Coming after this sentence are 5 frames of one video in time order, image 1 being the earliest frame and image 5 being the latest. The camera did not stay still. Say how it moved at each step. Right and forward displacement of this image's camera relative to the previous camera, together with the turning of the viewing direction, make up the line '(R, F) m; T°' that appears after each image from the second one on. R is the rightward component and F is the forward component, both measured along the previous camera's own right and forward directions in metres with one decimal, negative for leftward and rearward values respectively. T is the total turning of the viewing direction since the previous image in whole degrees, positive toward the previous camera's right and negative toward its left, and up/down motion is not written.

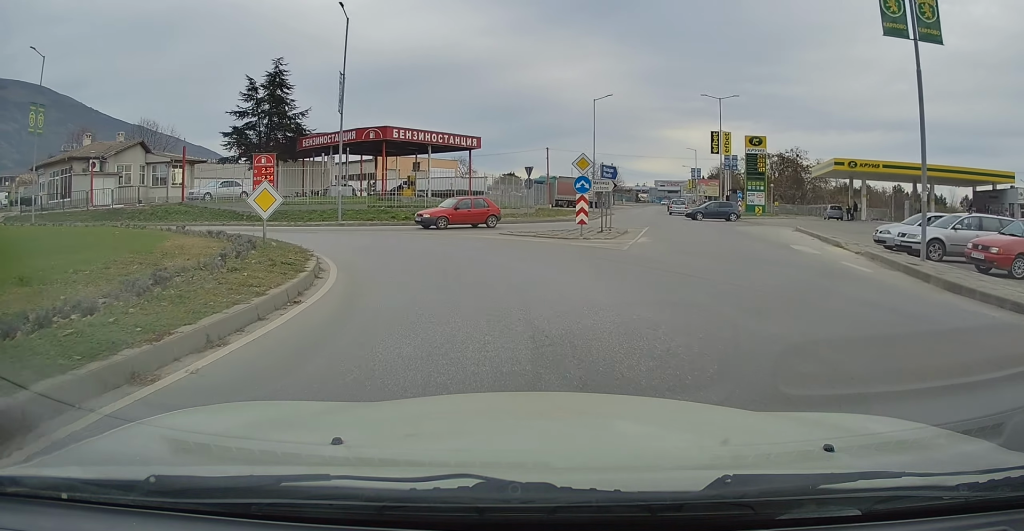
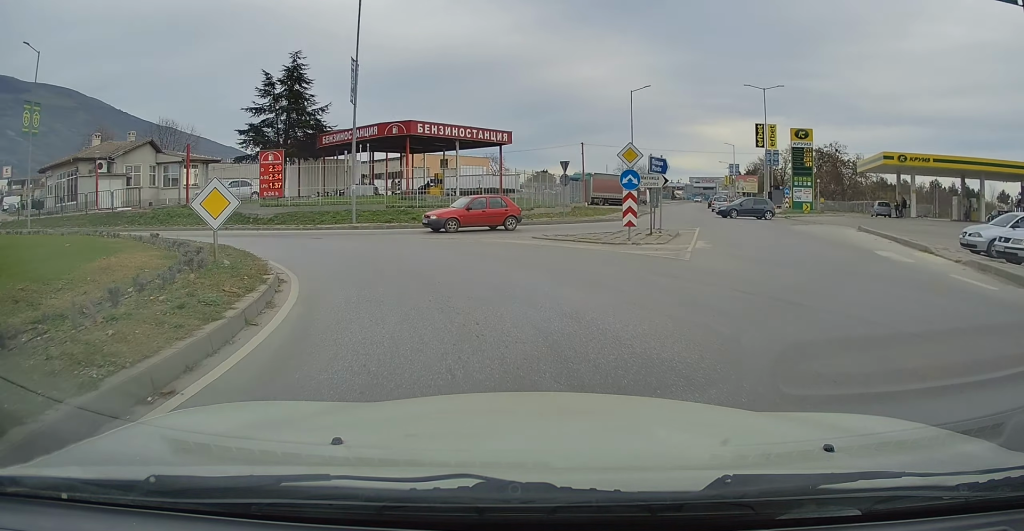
(+0.1, +3.1) m; -4°
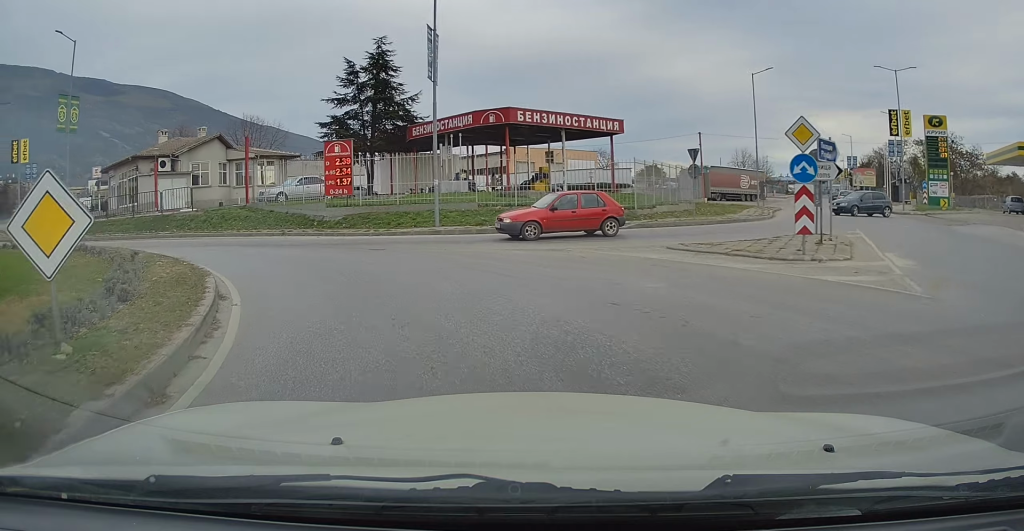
(-0.4, +5.1) m; -9°
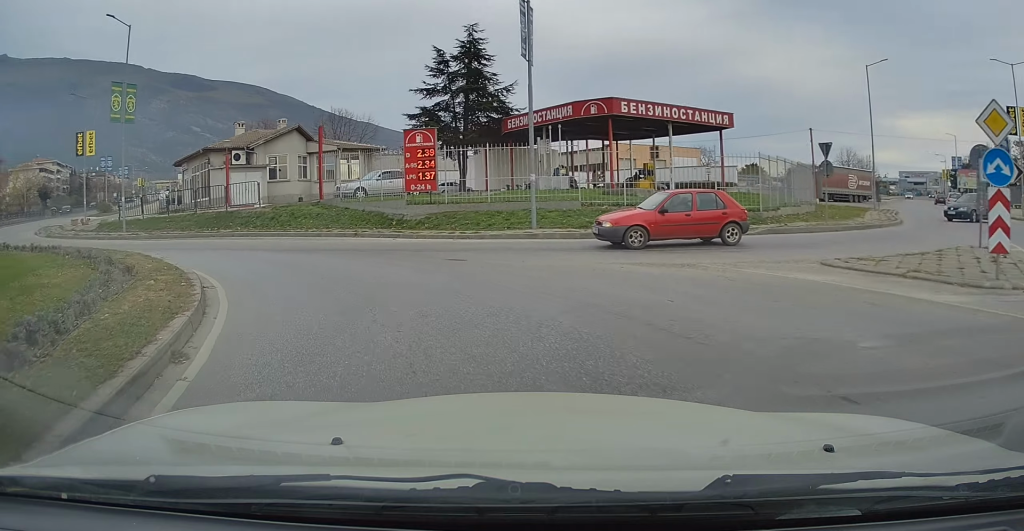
(0.0, +3.2) m; -7°
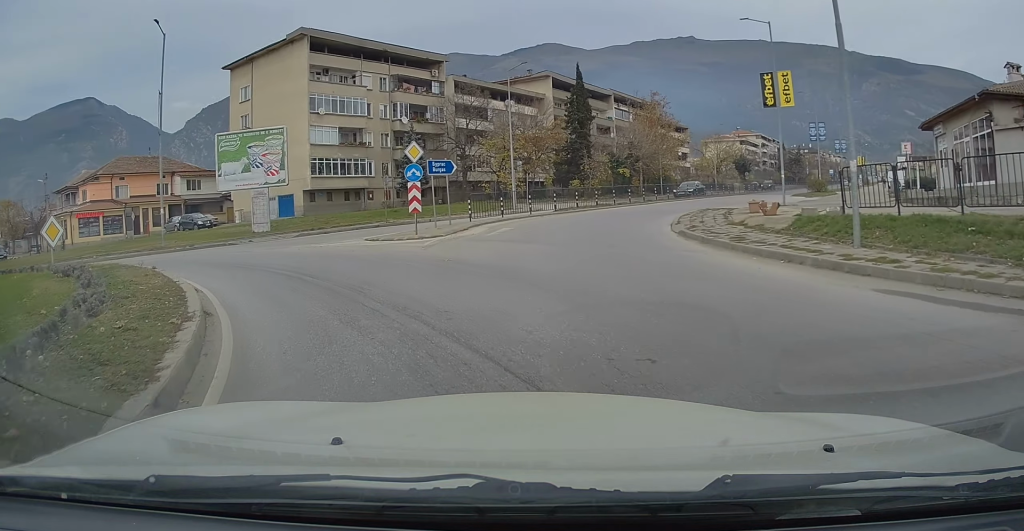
(-10.0, +15.5) m; -59°
